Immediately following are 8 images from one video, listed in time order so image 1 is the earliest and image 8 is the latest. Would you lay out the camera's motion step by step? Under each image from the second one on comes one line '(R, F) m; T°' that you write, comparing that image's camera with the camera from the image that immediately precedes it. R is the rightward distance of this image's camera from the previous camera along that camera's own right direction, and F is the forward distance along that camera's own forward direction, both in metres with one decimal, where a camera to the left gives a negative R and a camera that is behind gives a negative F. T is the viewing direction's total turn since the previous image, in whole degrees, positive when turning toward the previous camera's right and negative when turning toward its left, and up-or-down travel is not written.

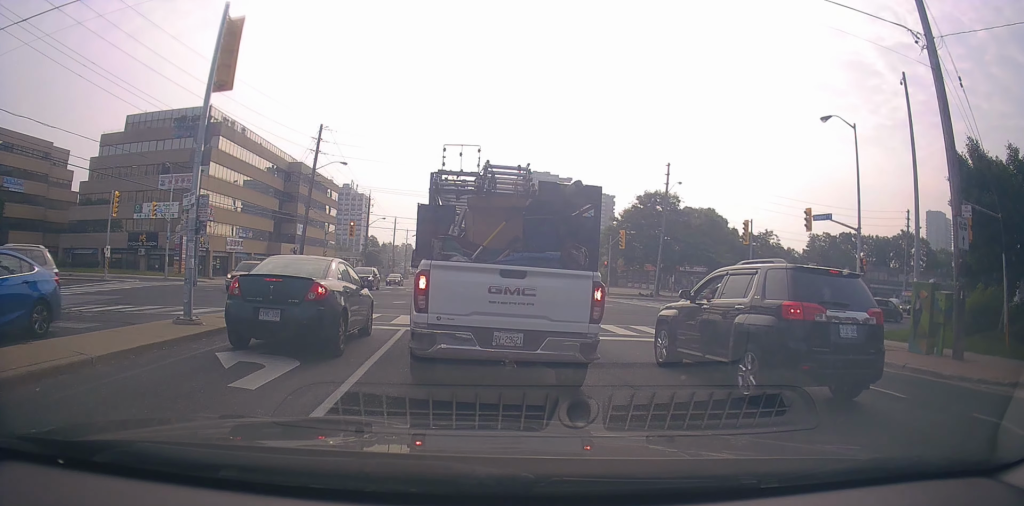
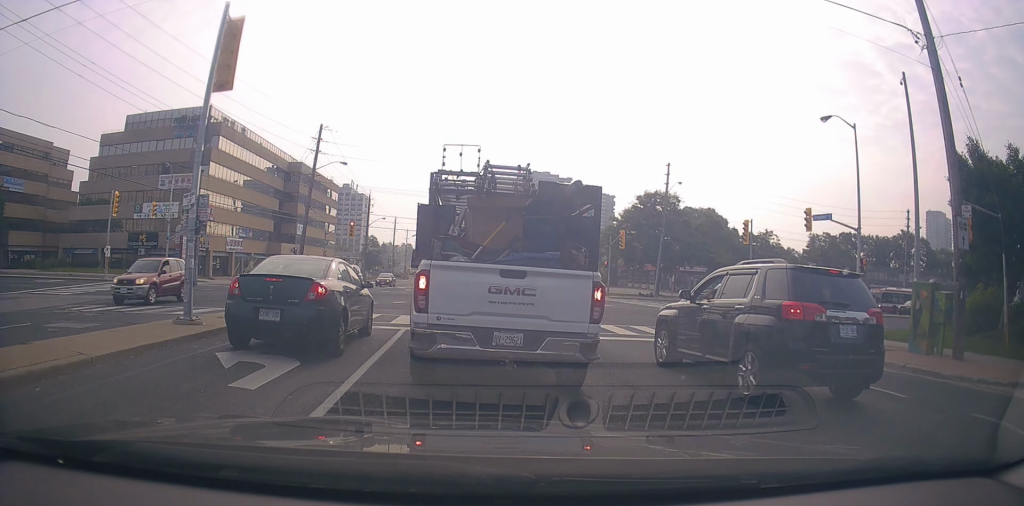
(0.0, 0.0) m; 0°
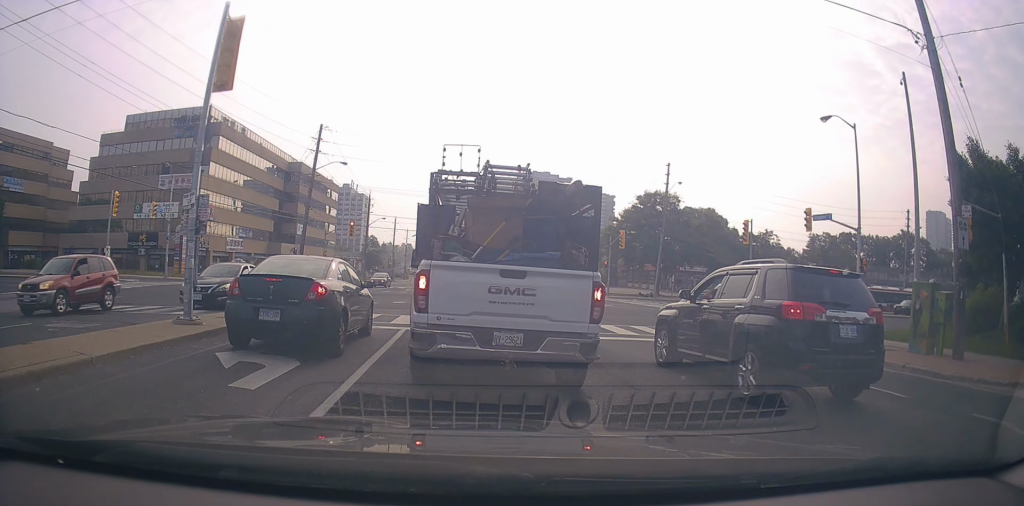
(0.0, 0.0) m; 0°
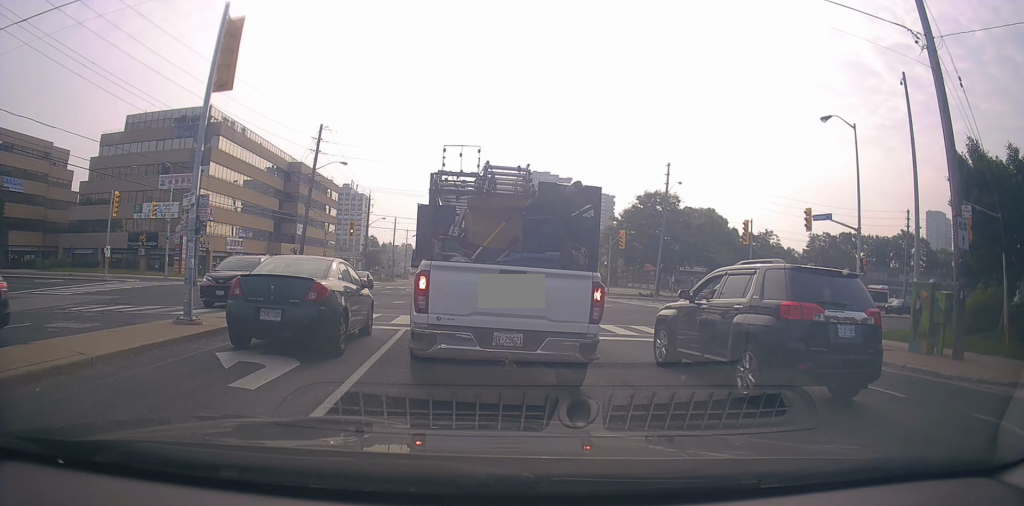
(0.0, 0.0) m; 0°
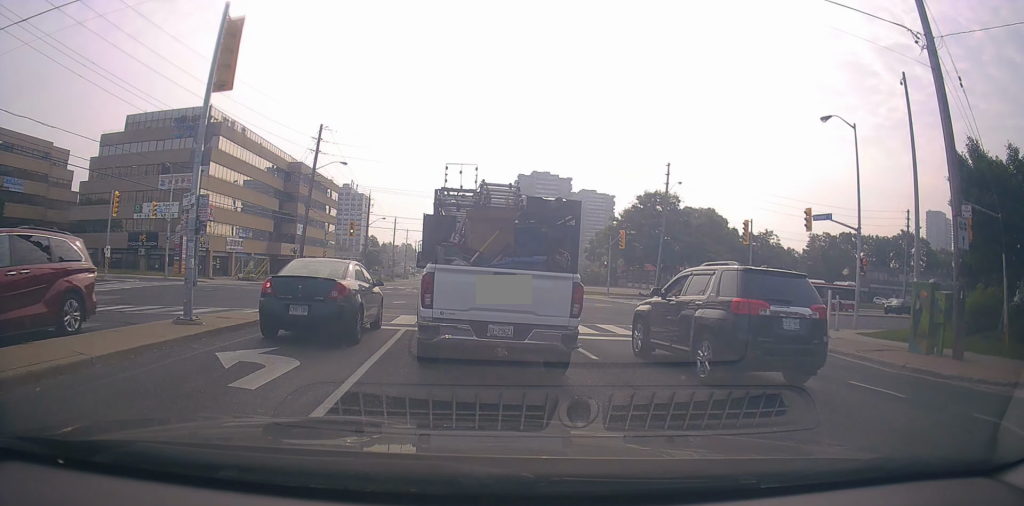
(0.0, 0.0) m; 0°
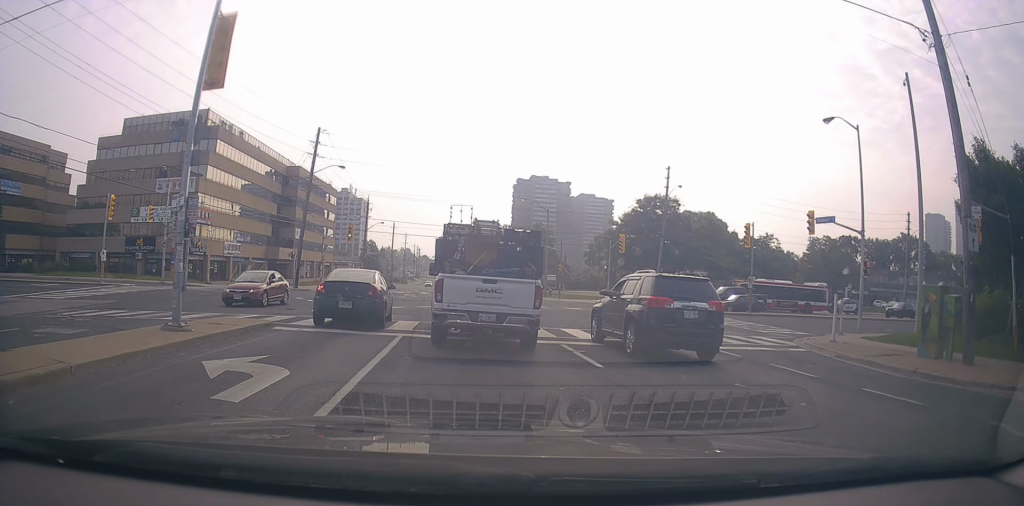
(-0.1, +0.3) m; 0°
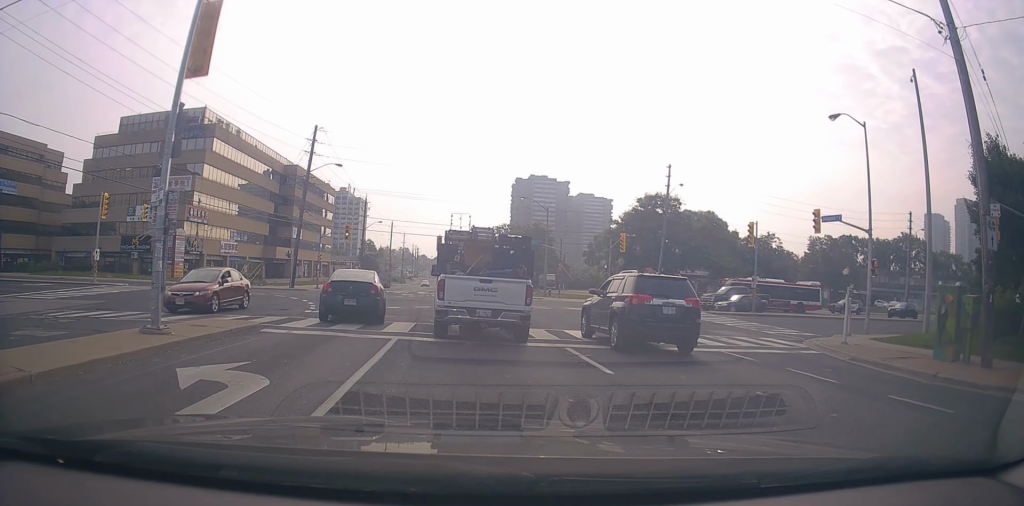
(-0.1, +0.3) m; 0°
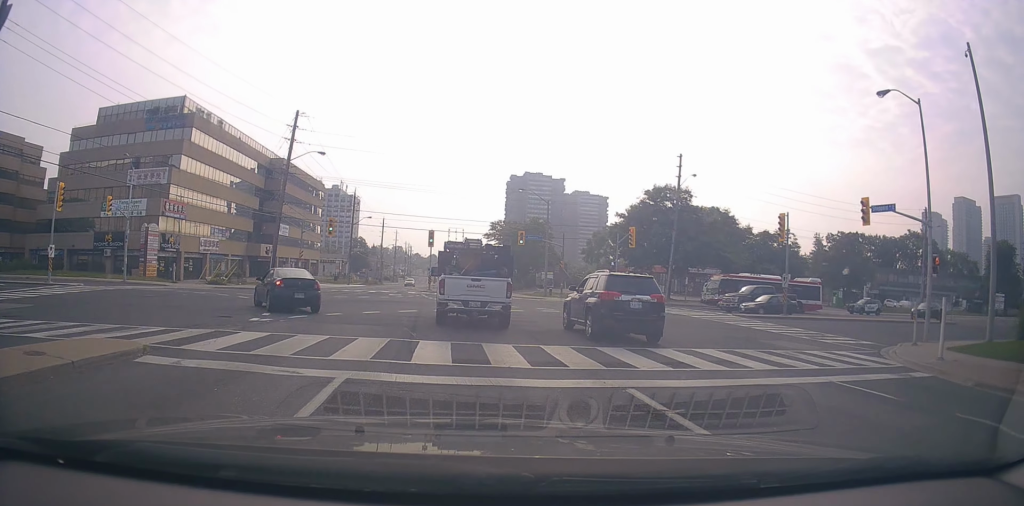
(-0.3, +3.7) m; -2°
